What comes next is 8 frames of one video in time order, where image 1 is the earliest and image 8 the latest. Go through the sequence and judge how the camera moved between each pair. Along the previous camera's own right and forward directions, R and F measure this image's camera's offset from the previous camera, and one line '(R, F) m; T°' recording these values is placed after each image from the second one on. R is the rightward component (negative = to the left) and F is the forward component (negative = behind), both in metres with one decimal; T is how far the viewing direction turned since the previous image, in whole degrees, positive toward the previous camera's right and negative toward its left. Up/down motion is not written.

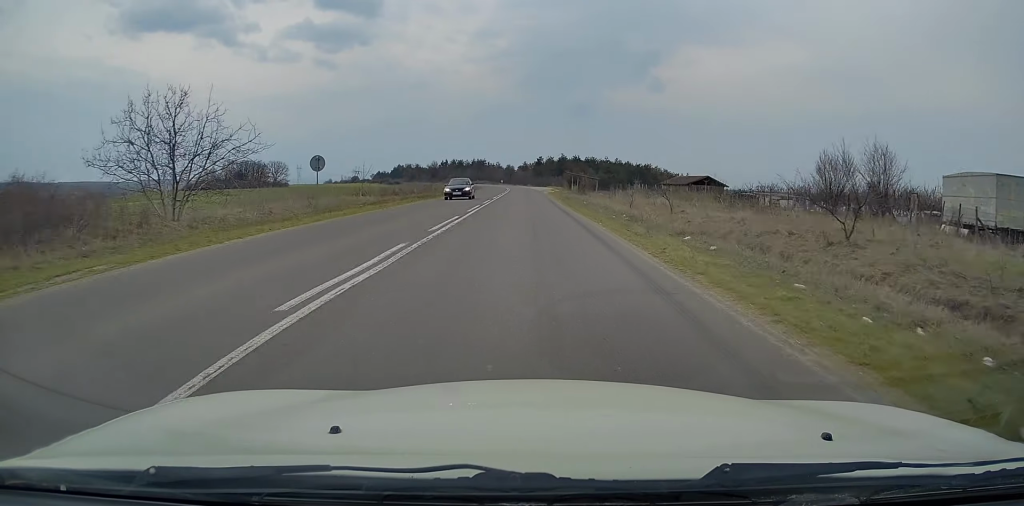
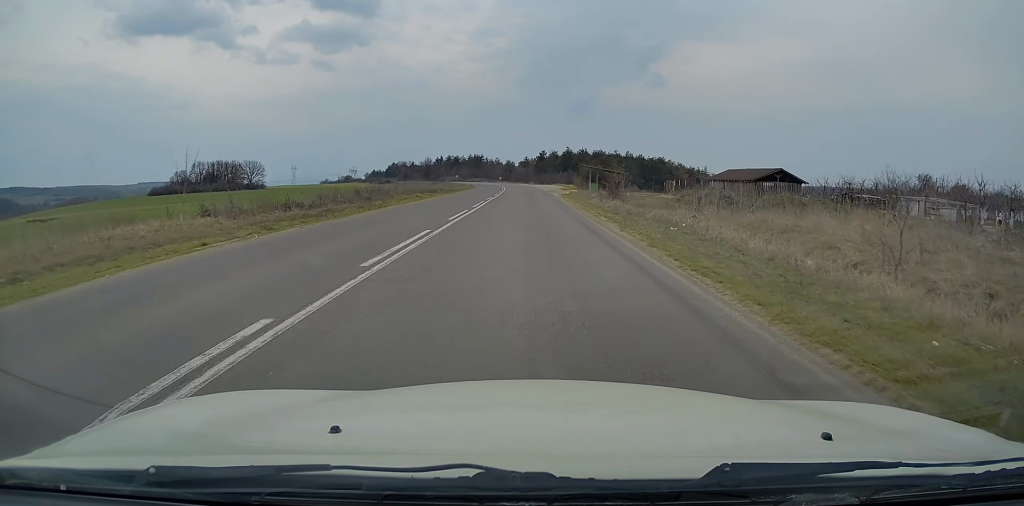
(+0.1, +24.8) m; 0°
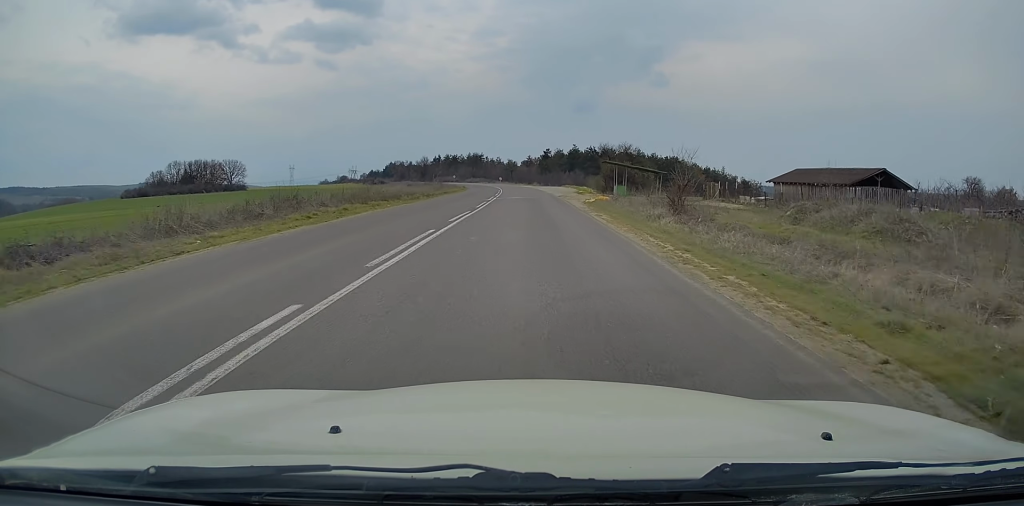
(0.0, +18.5) m; 0°
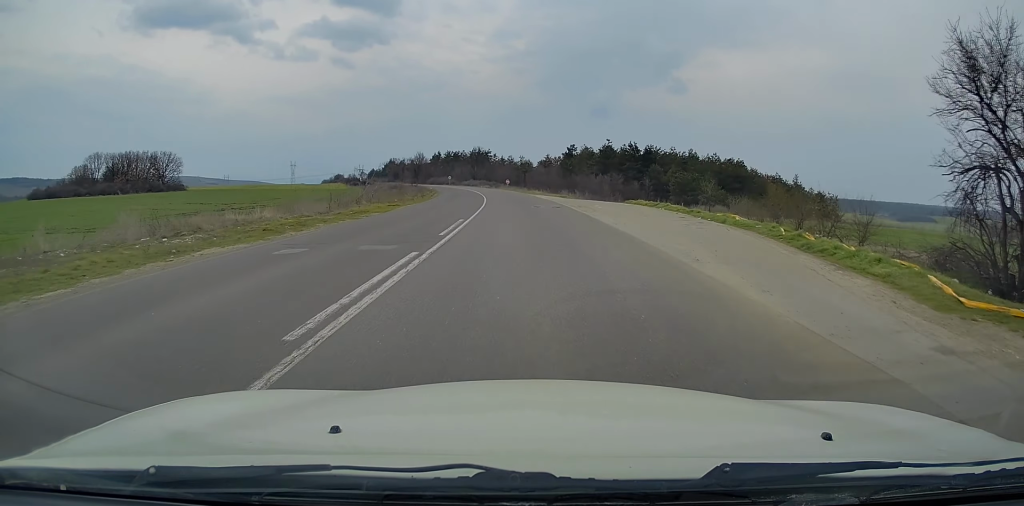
(-0.6, +50.6) m; -2°
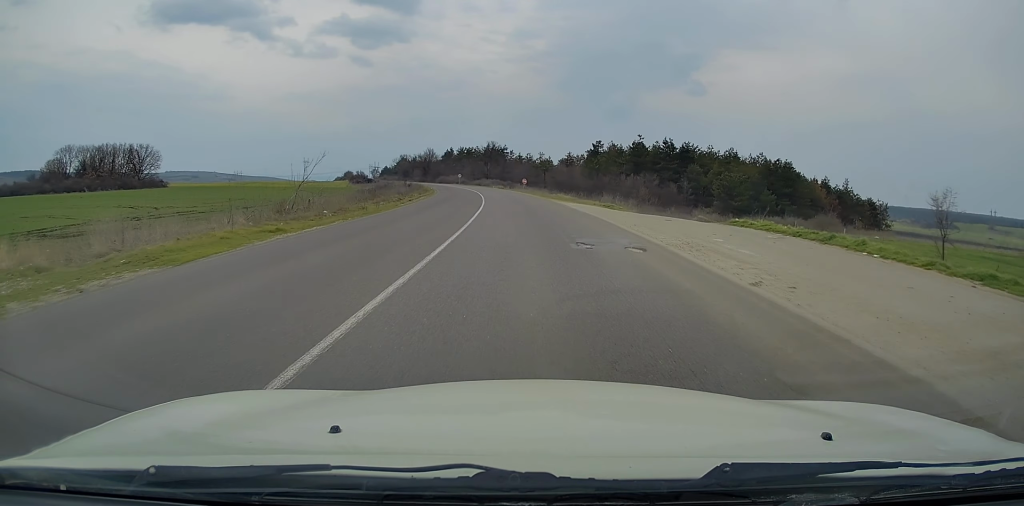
(-0.1, +19.0) m; -1°
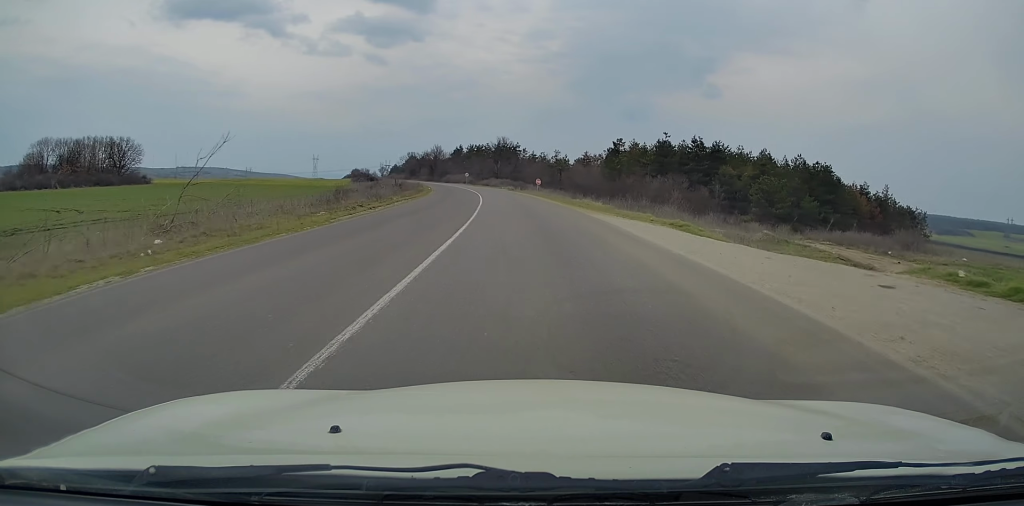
(-0.1, +13.0) m; -1°
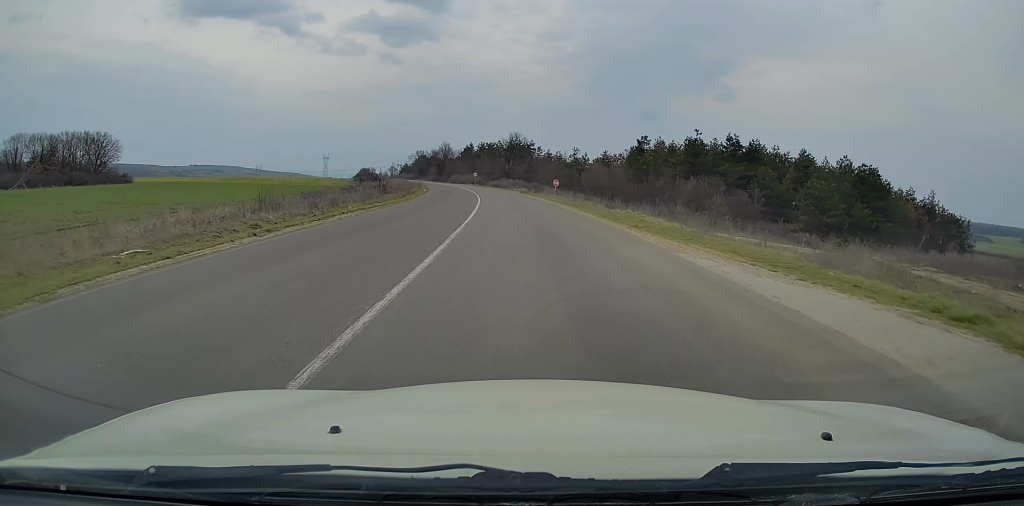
(0.0, +13.1) m; -1°
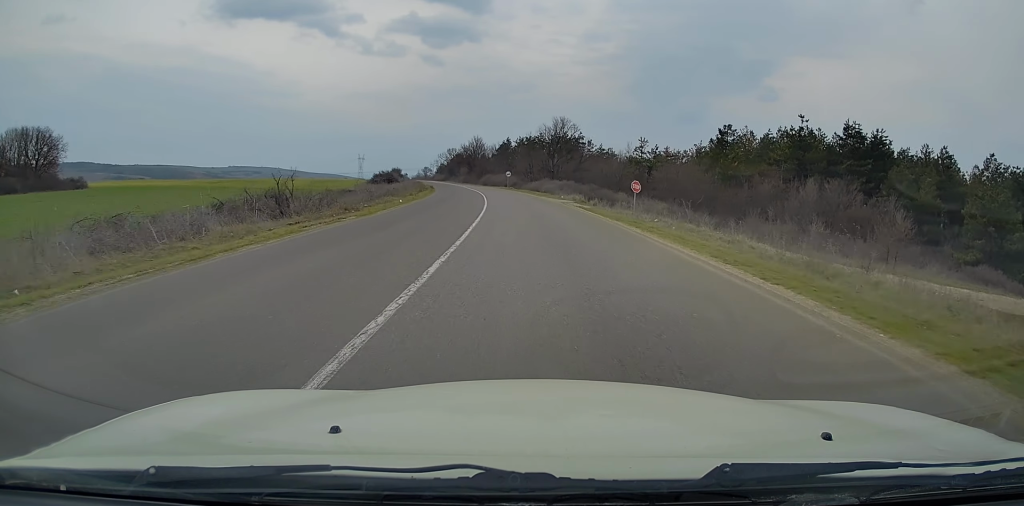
(-0.9, +28.9) m; -4°
